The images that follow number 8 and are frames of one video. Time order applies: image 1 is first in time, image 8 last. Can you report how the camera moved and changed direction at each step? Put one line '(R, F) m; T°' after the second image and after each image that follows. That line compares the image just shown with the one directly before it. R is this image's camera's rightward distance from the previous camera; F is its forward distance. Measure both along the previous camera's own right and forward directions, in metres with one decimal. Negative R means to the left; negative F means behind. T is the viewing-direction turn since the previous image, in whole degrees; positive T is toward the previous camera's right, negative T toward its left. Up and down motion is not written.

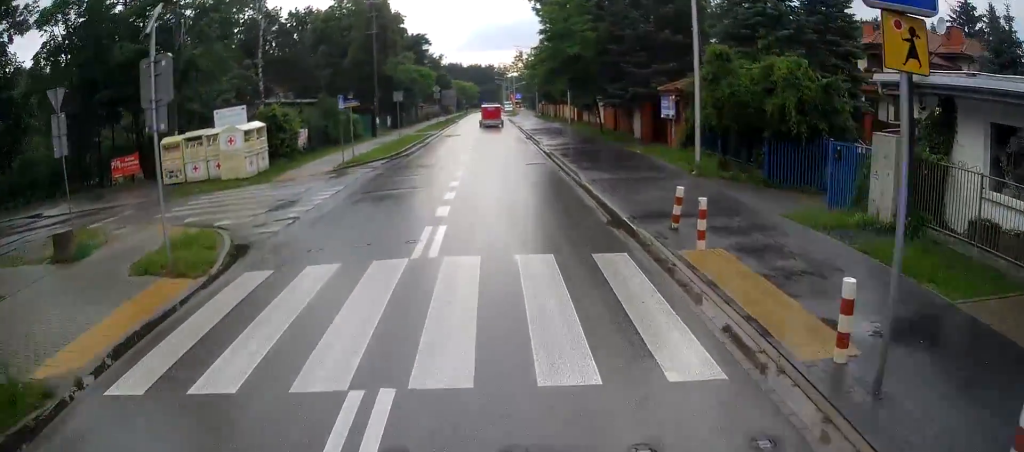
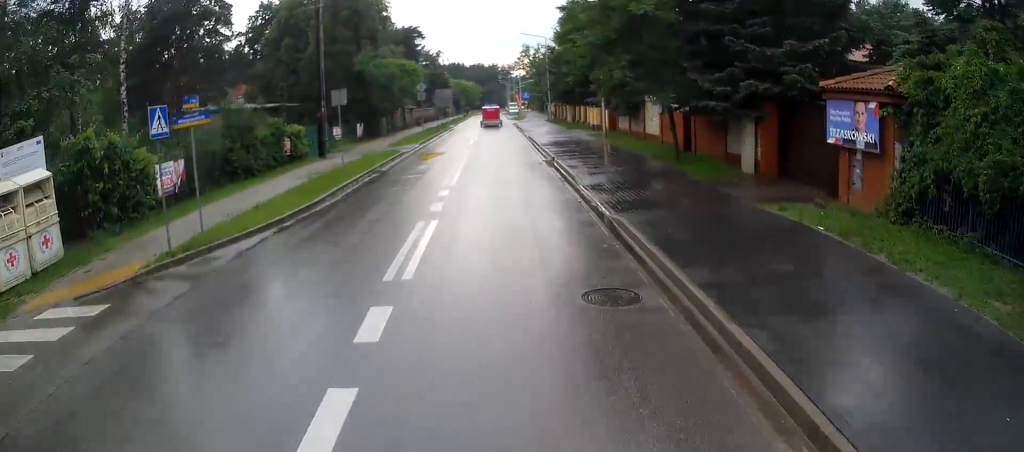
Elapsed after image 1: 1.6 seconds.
(+0.3, +12.7) m; 0°
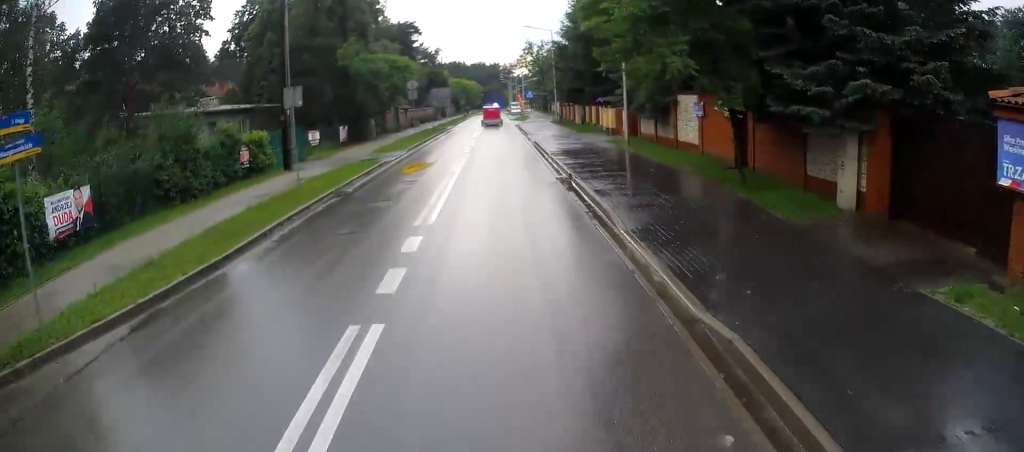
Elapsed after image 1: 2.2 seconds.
(-0.1, +4.9) m; -3°
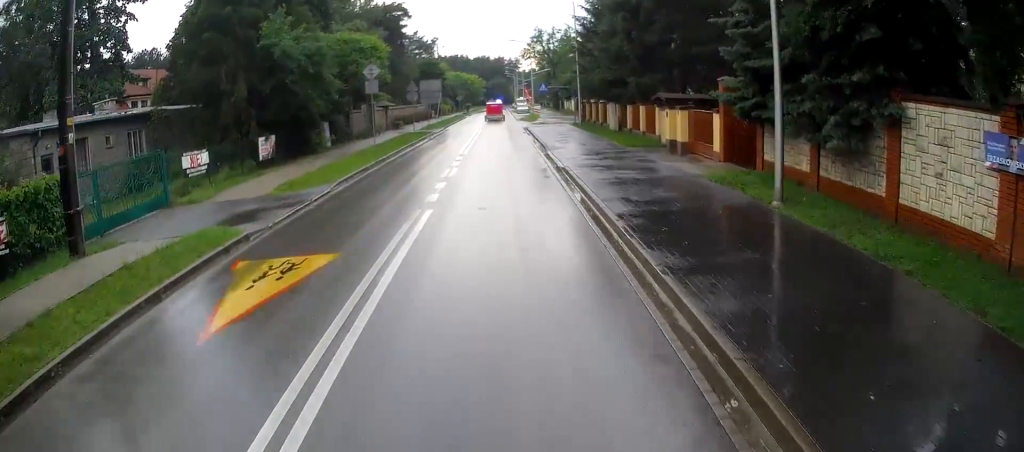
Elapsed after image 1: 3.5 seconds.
(-0.8, +12.9) m; -1°
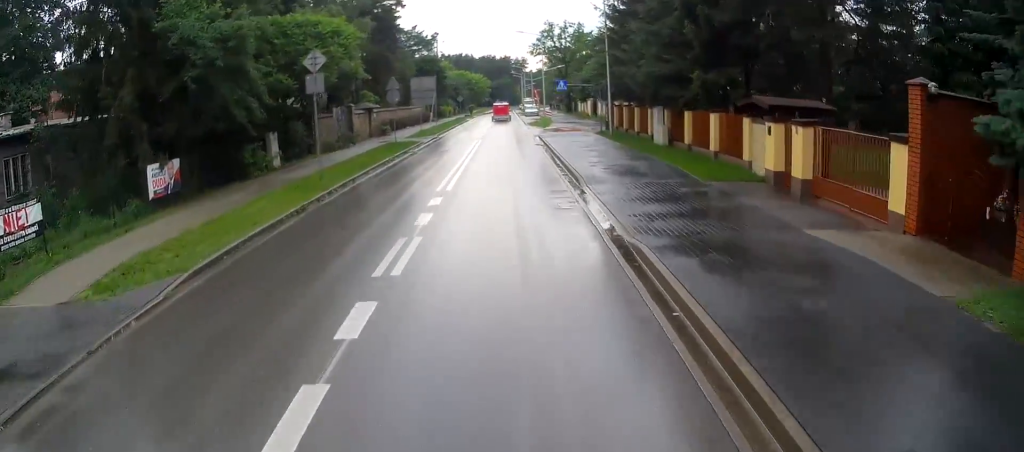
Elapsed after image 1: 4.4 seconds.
(+0.6, +8.9) m; +2°
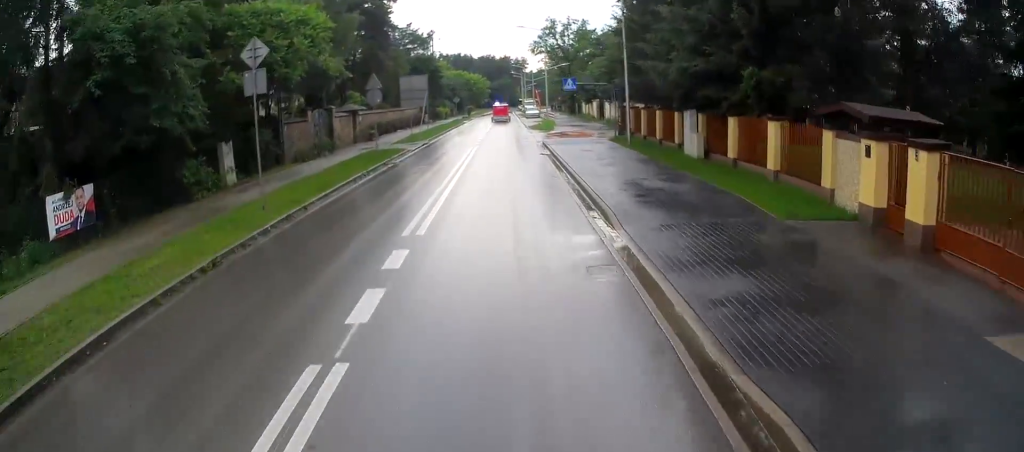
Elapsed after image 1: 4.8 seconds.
(+0.1, +4.5) m; 0°
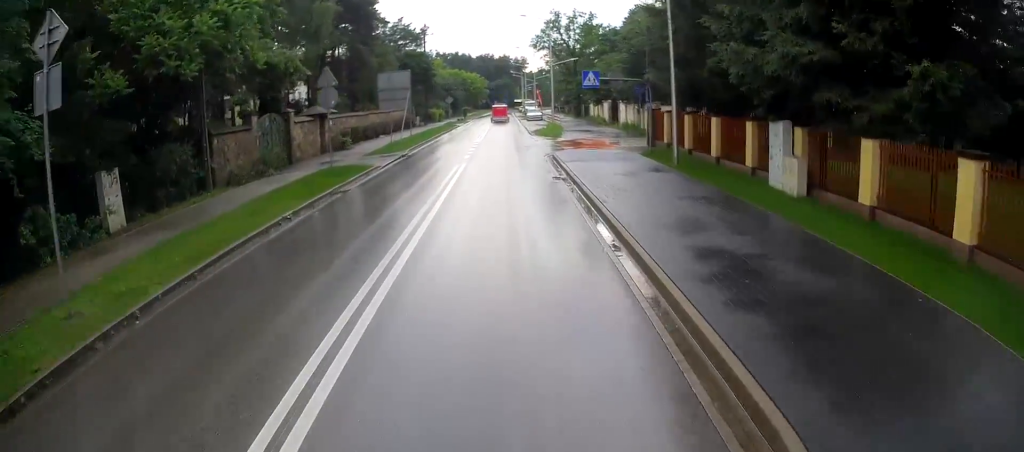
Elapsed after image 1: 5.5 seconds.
(-0.3, +7.1) m; -2°
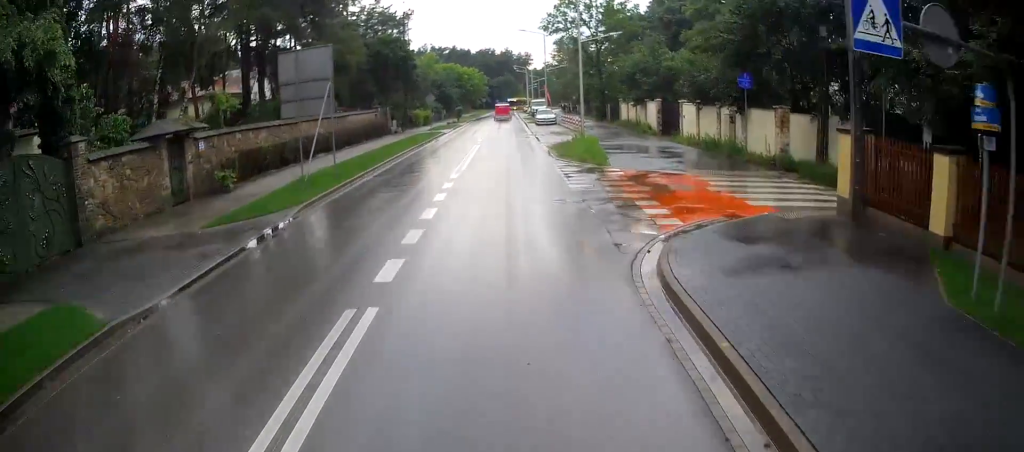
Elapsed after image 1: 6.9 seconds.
(+0.1, +15.8) m; 0°
